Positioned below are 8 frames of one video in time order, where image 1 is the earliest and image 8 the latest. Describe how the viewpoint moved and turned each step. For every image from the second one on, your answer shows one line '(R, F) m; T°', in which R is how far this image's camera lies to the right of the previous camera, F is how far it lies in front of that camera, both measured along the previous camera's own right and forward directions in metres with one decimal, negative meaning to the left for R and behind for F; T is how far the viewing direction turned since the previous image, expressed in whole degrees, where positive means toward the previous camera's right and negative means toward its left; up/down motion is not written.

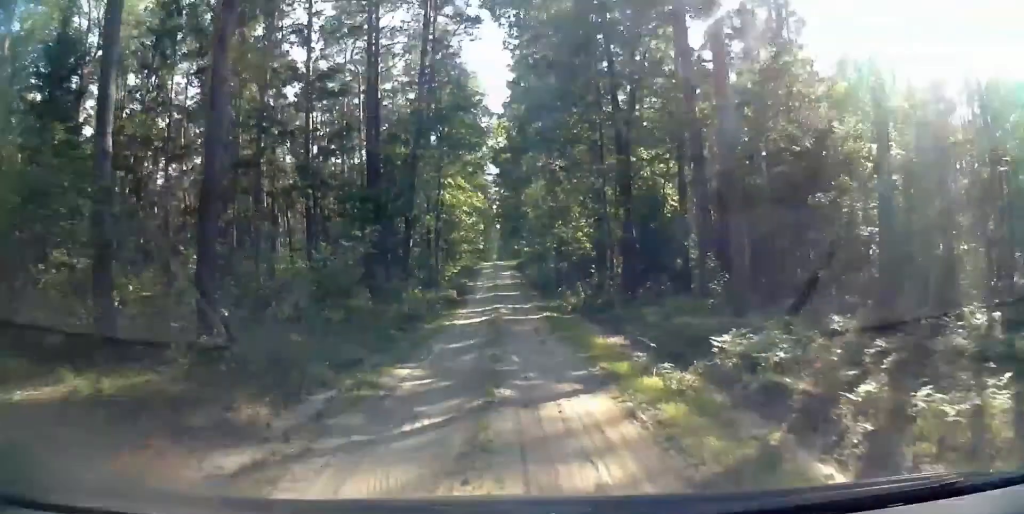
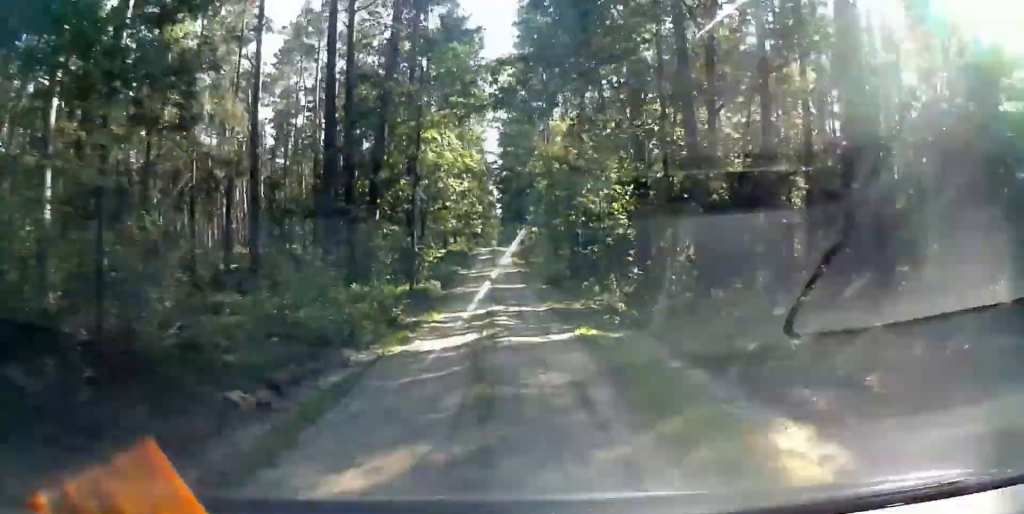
(+0.3, +9.8) m; 0°
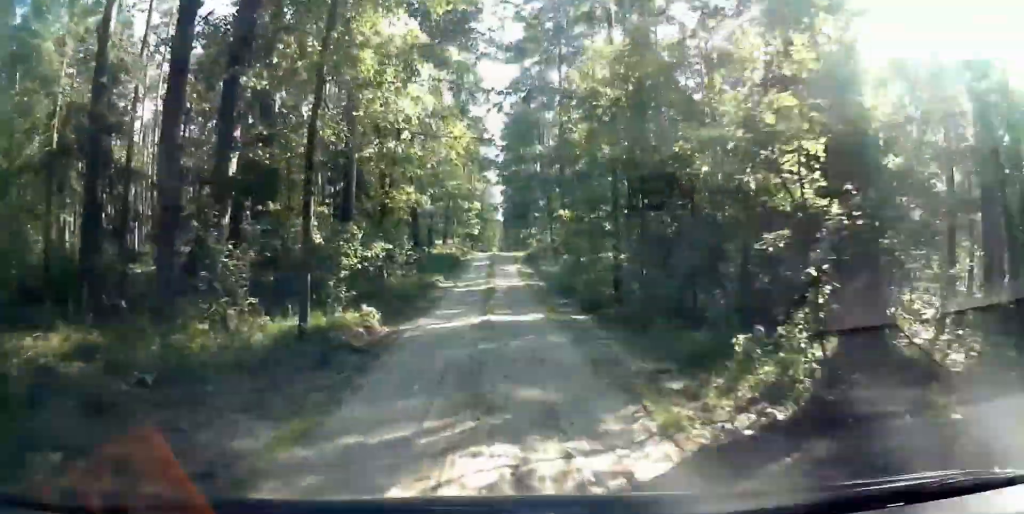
(-0.4, +14.1) m; -2°
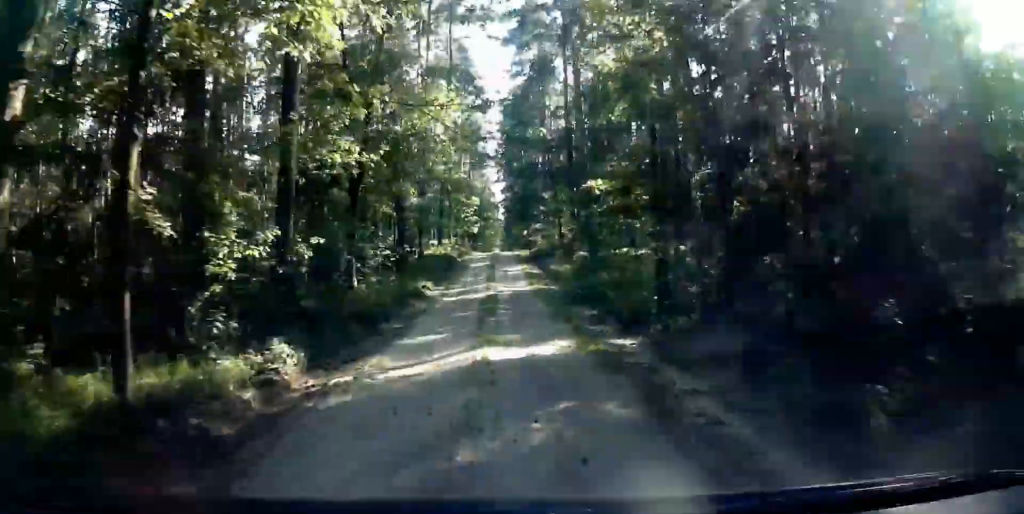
(0.0, +5.9) m; 0°
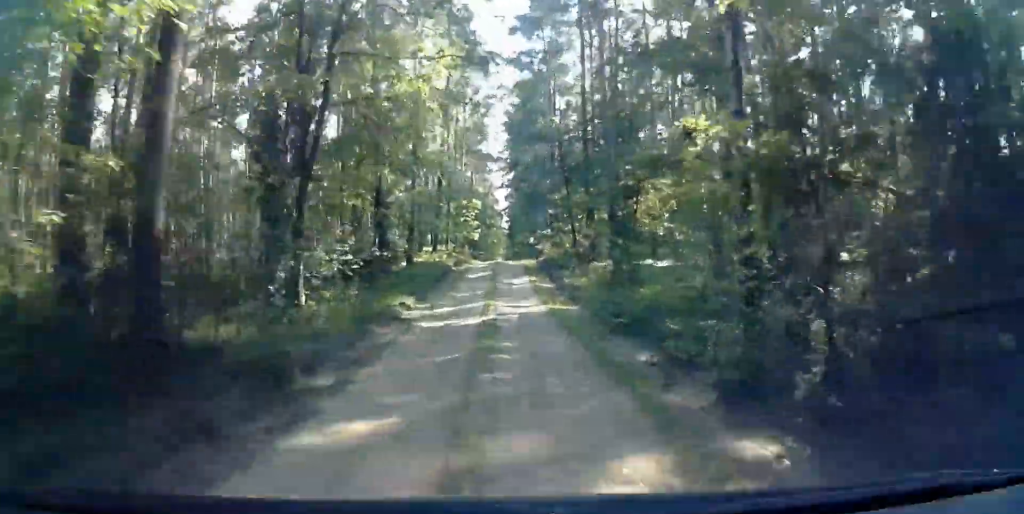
(0.0, +5.9) m; 0°
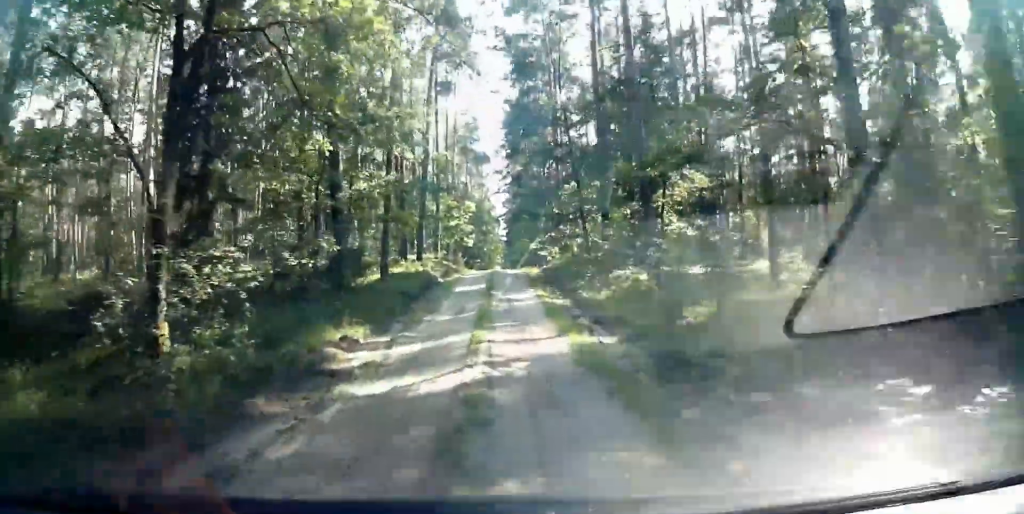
(0.0, +6.5) m; 0°
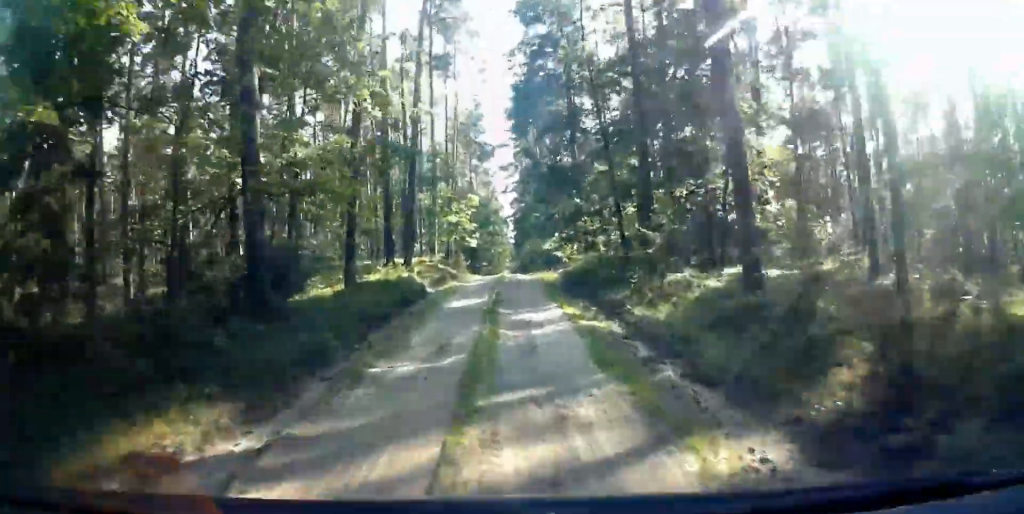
(0.0, +7.5) m; 0°
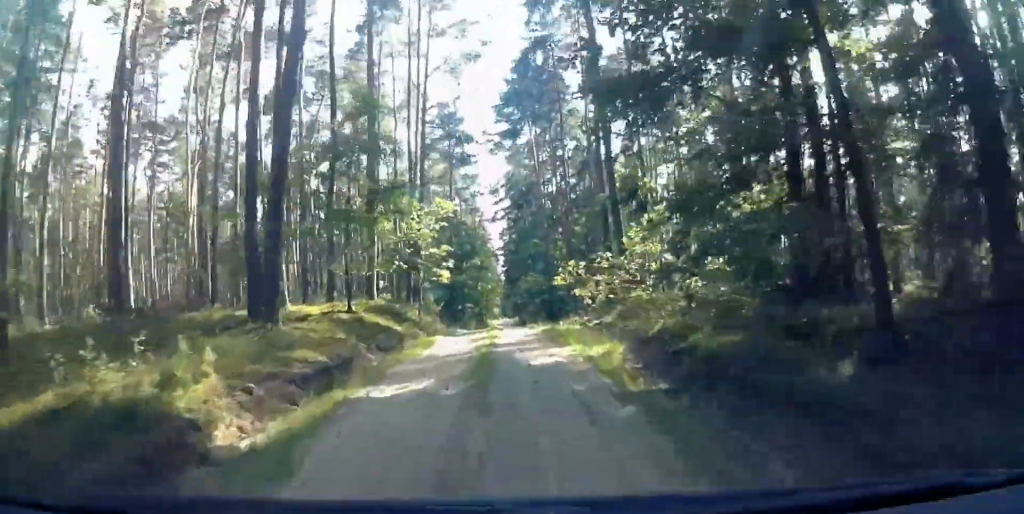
(0.0, +16.3) m; 0°
